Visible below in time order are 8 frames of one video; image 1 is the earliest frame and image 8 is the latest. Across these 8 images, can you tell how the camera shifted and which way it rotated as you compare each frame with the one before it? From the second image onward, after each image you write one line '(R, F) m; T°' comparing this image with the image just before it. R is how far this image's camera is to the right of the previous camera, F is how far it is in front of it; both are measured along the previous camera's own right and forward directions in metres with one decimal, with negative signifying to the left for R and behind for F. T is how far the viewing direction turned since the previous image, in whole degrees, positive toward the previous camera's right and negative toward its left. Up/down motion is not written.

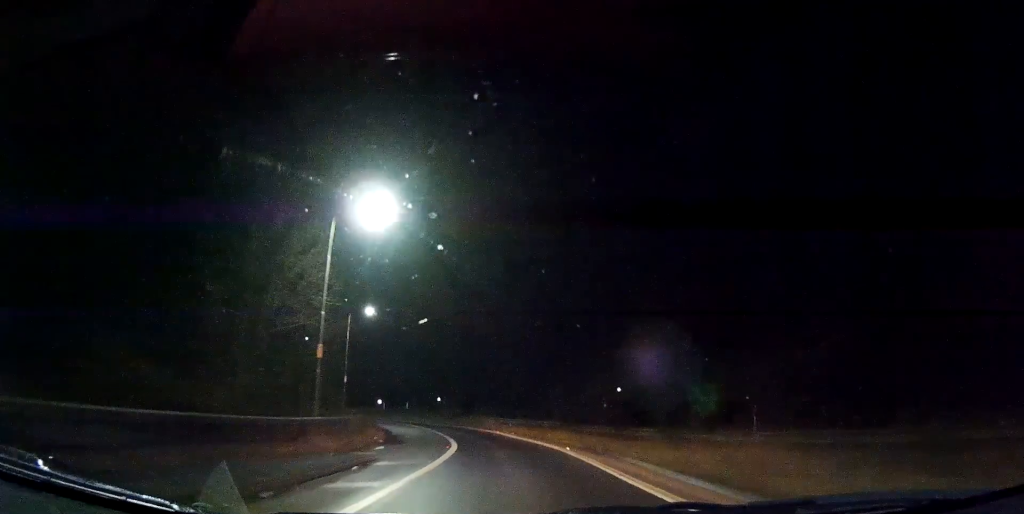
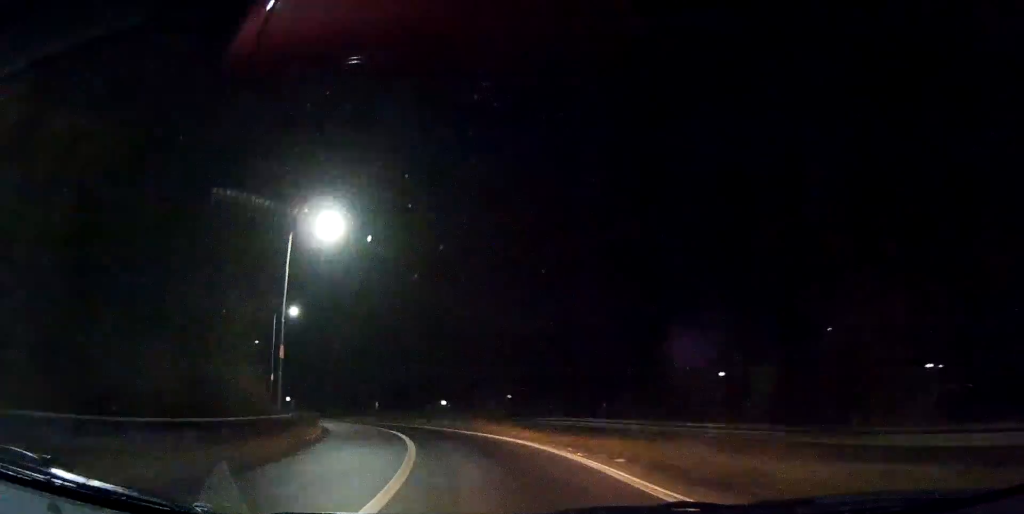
(-0.1, +21.5) m; -3°
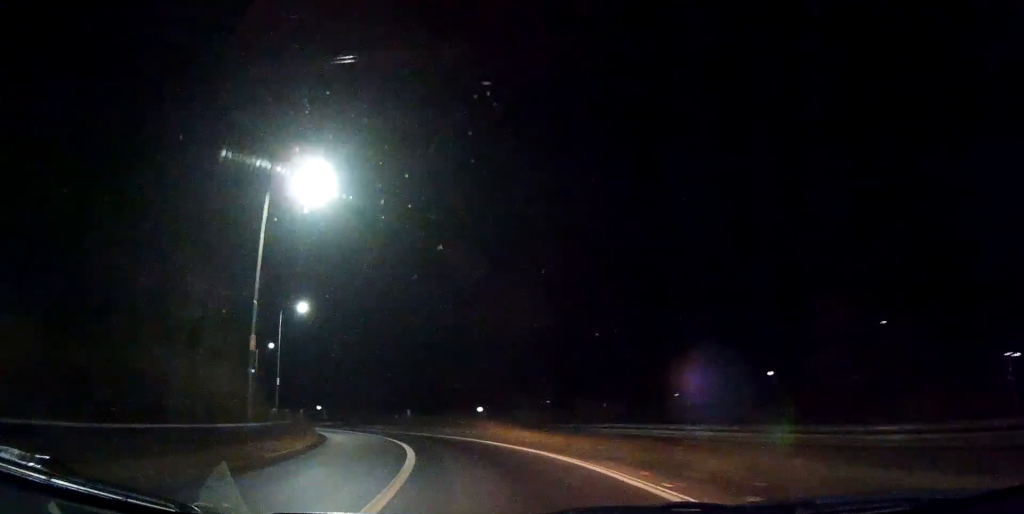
(-0.3, +6.1) m; -2°
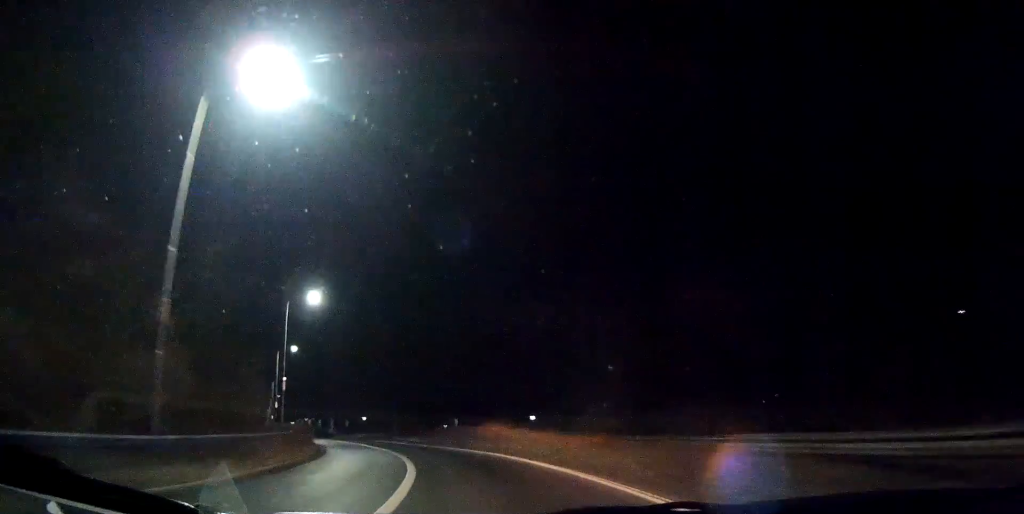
(0.0, +7.6) m; -3°
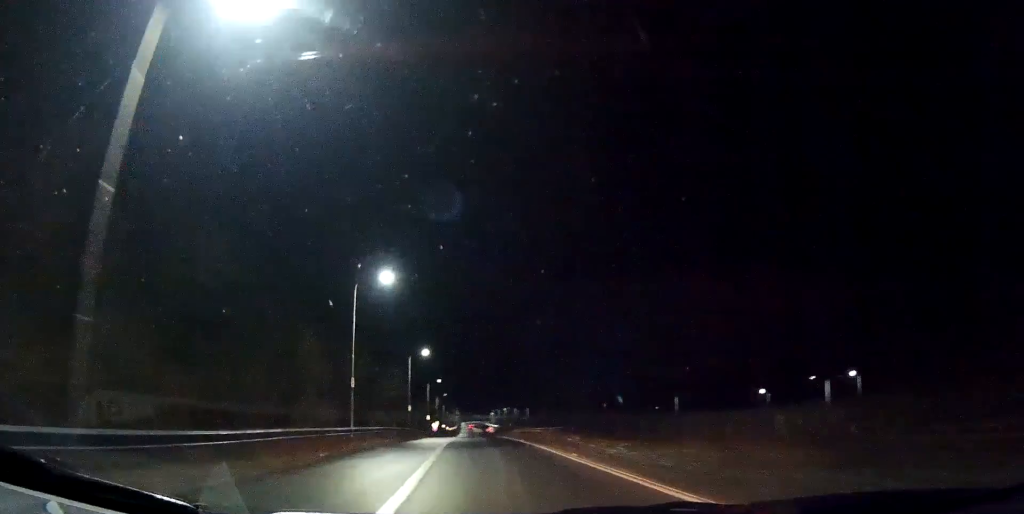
(-3.9, +28.1) m; -15°
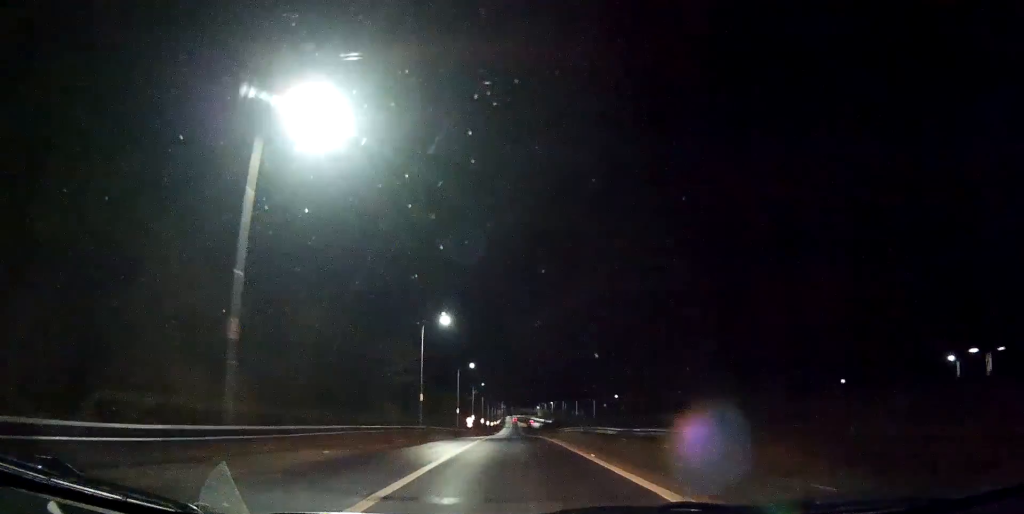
(-1.2, +17.2) m; -7°
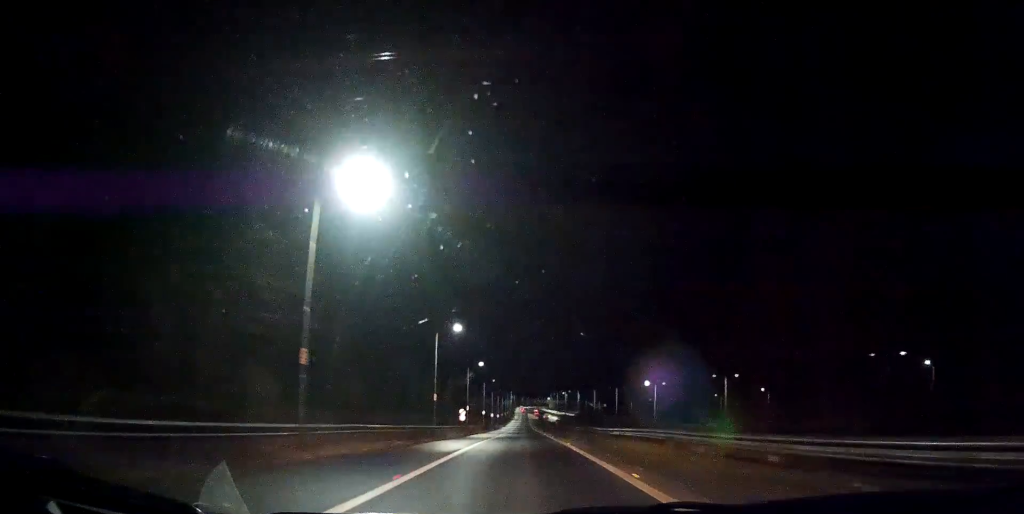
(-1.8, +25.3) m; -6°
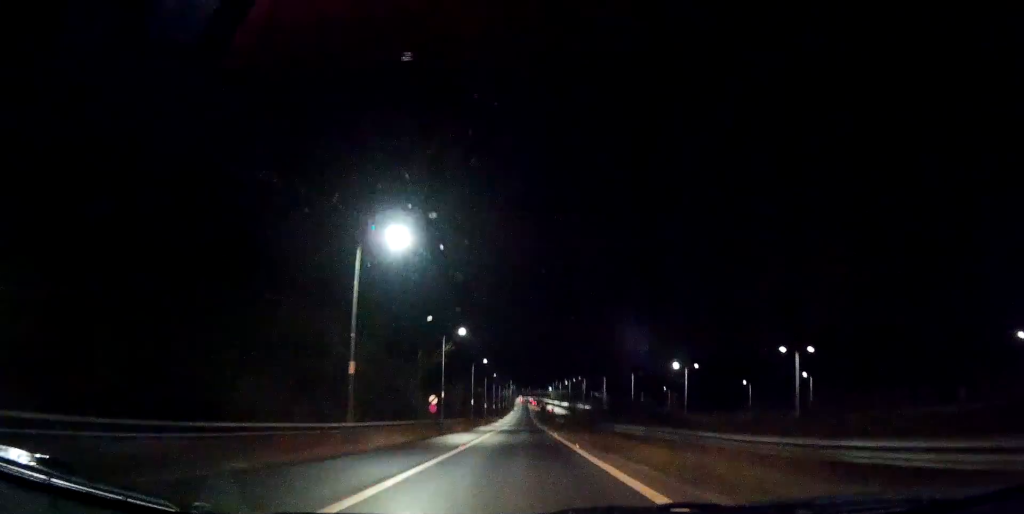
(0.0, +22.9) m; 0°
